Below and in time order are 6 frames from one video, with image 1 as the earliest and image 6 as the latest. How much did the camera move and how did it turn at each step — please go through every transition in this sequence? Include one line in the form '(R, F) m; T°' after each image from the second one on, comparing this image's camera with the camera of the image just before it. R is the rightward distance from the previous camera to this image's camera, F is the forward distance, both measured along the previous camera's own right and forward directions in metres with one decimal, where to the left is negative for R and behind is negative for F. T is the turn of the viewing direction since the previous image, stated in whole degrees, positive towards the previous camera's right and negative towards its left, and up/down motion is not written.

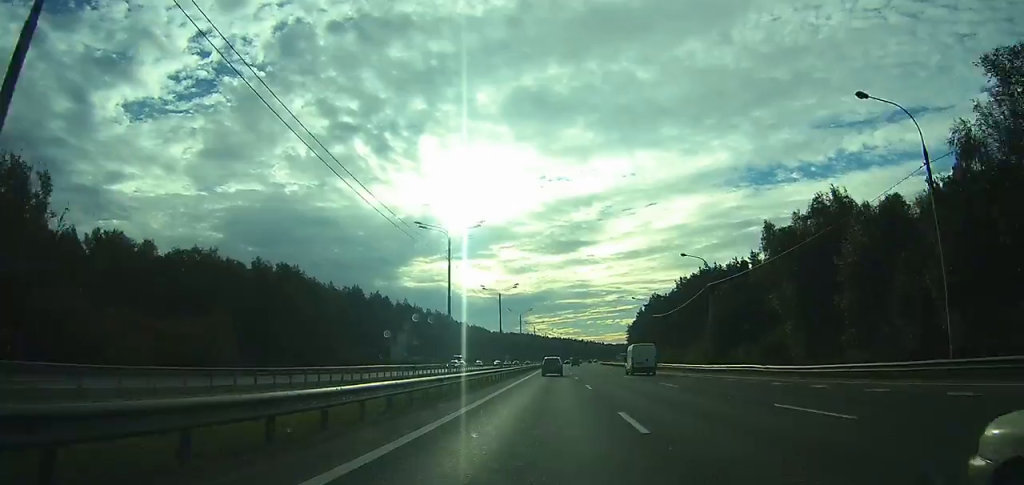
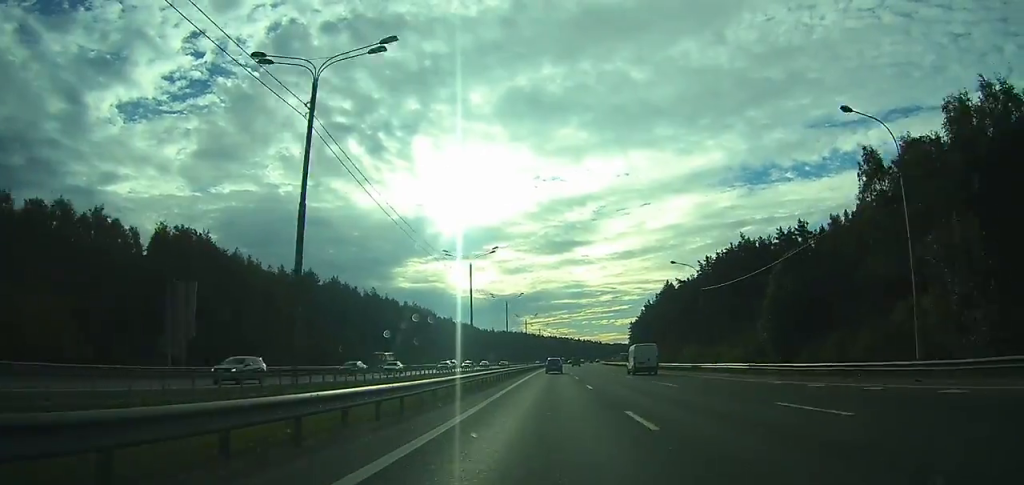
(+0.1, +32.4) m; +1°
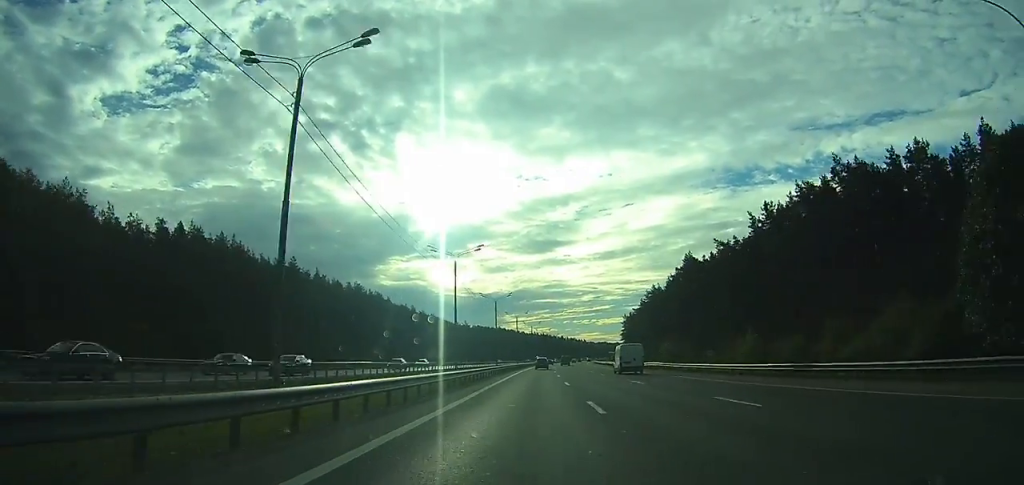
(+0.2, +46.4) m; +1°
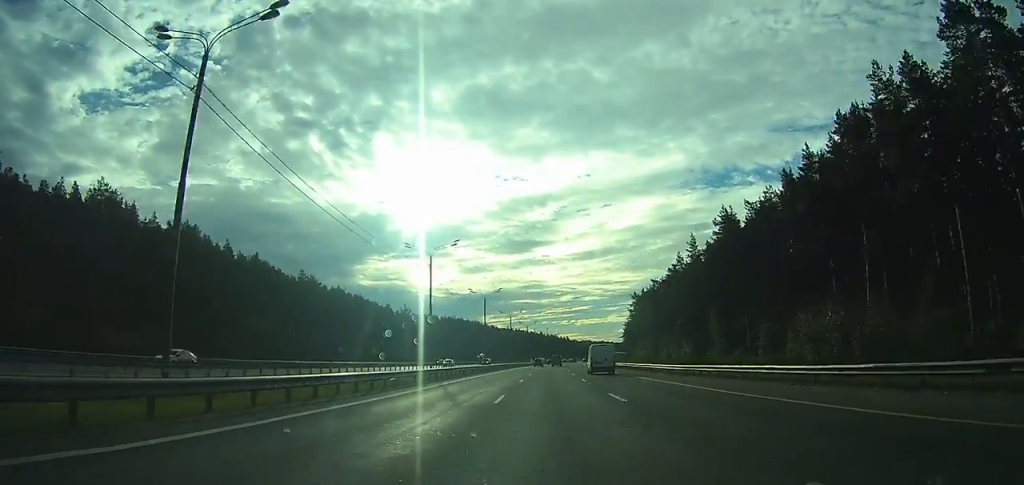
(+3.0, +96.3) m; +3°
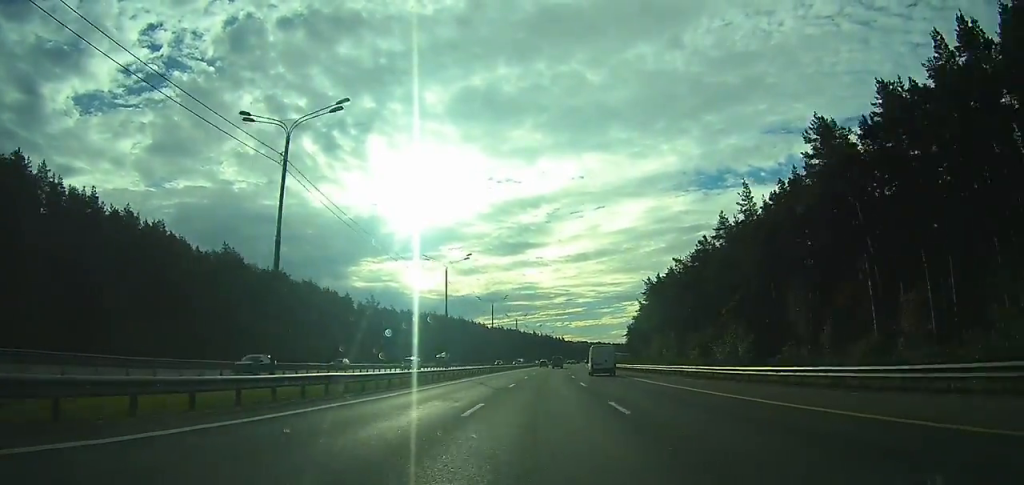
(+0.2, +37.9) m; +1°
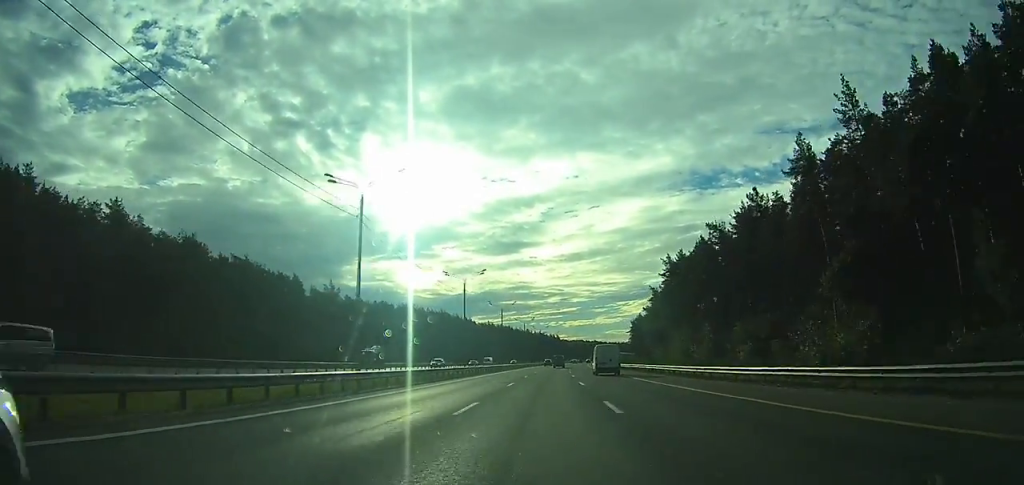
(0.0, +33.5) m; 0°
